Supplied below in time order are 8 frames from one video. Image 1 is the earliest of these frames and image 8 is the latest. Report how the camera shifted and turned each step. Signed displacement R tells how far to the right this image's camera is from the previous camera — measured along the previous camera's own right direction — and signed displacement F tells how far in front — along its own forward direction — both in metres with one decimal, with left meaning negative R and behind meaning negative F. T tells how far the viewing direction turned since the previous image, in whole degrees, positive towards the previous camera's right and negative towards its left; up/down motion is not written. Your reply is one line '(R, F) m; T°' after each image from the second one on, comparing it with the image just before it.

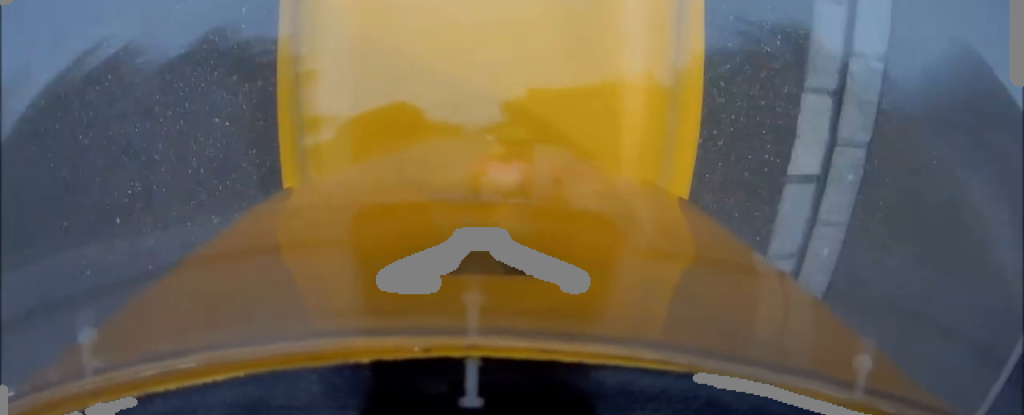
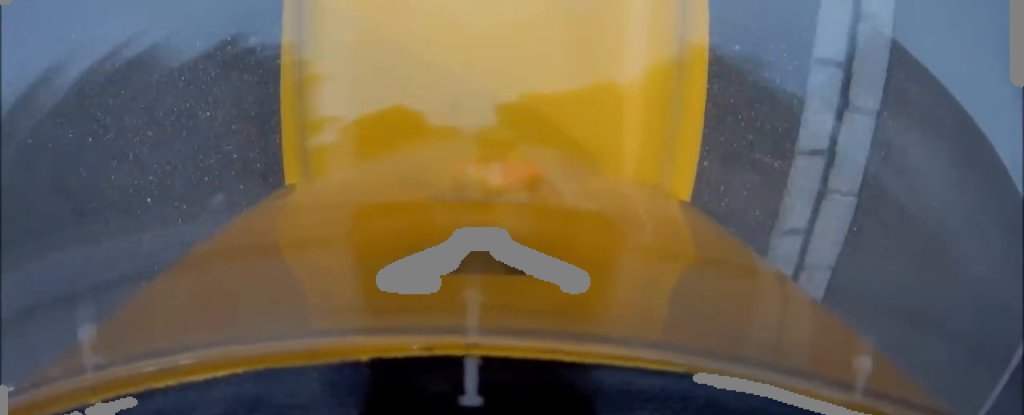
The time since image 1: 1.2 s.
(0.0, +5.5) m; 0°
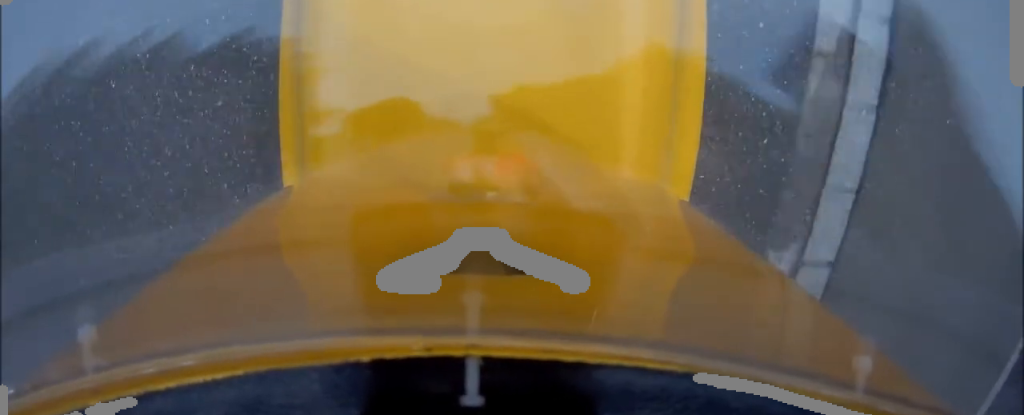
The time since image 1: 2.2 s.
(0.0, +4.9) m; +1°
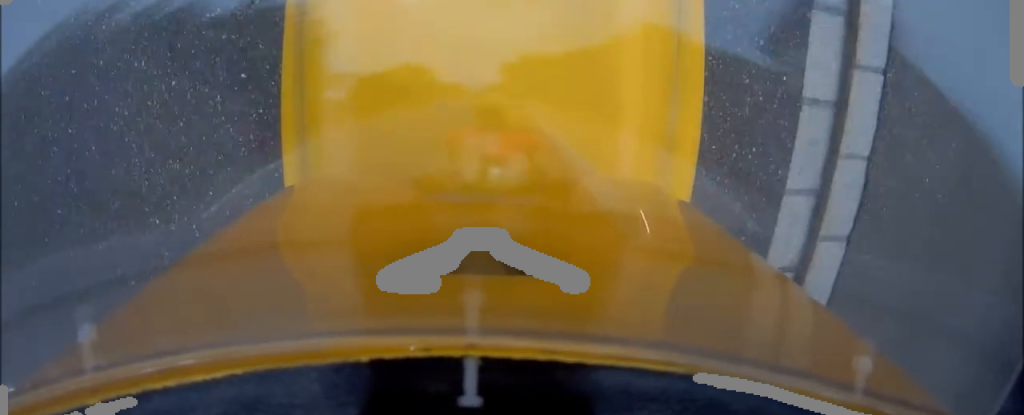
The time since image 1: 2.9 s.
(0.0, +3.5) m; +1°
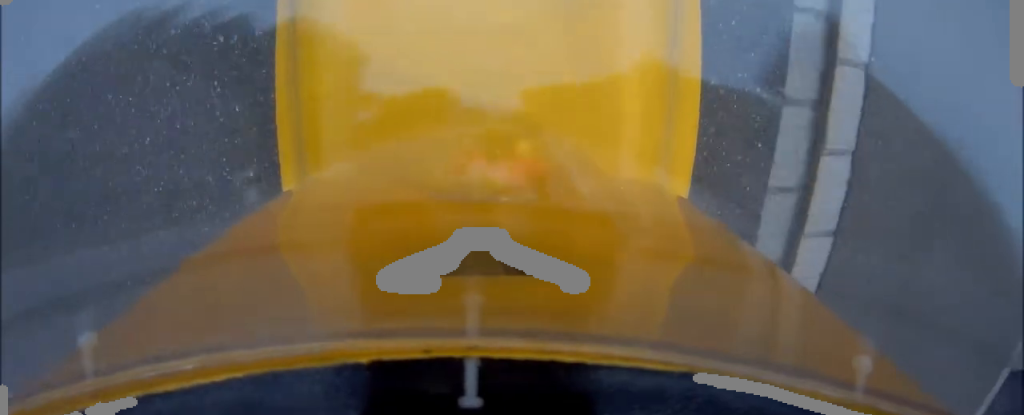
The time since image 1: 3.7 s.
(0.0, +4.2) m; +1°
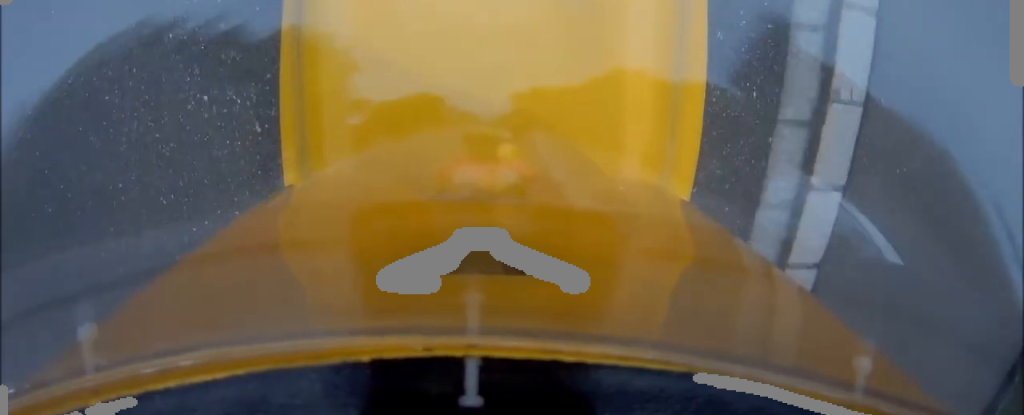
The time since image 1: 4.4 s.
(0.0, +3.6) m; 0°
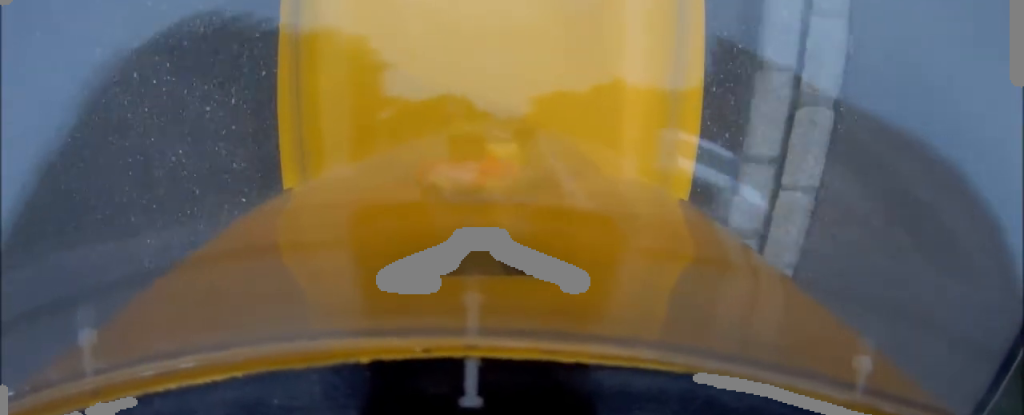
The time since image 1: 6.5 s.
(-0.2, +10.5) m; -1°
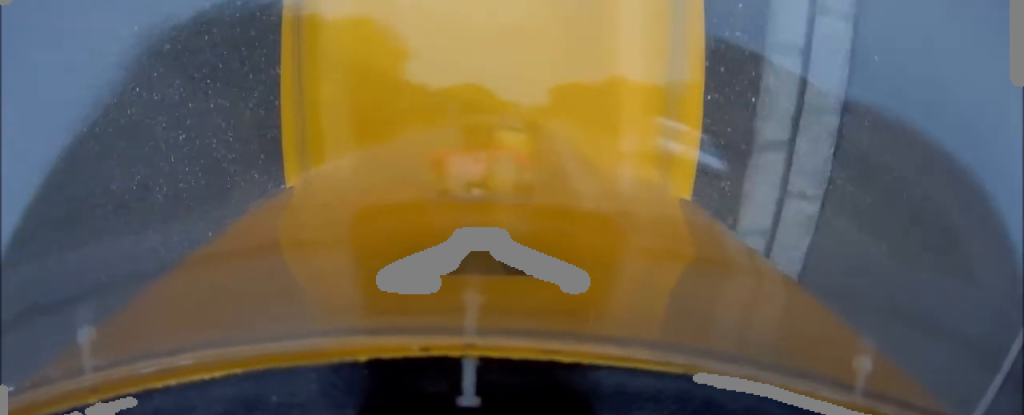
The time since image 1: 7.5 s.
(+0.1, +5.1) m; +1°
